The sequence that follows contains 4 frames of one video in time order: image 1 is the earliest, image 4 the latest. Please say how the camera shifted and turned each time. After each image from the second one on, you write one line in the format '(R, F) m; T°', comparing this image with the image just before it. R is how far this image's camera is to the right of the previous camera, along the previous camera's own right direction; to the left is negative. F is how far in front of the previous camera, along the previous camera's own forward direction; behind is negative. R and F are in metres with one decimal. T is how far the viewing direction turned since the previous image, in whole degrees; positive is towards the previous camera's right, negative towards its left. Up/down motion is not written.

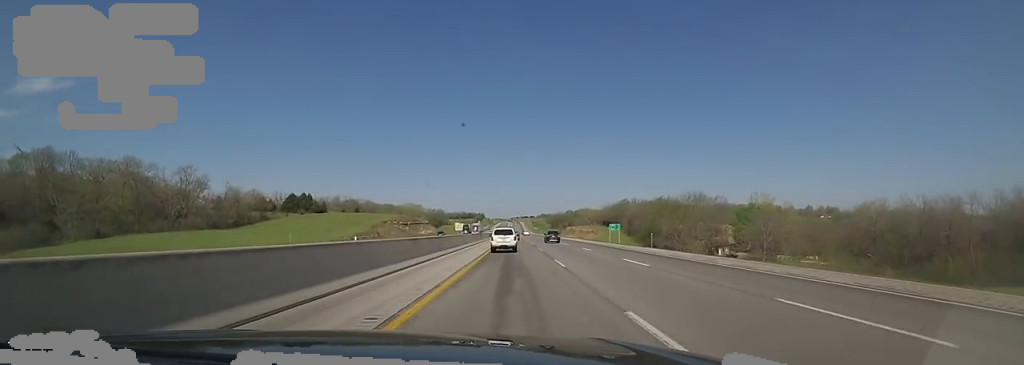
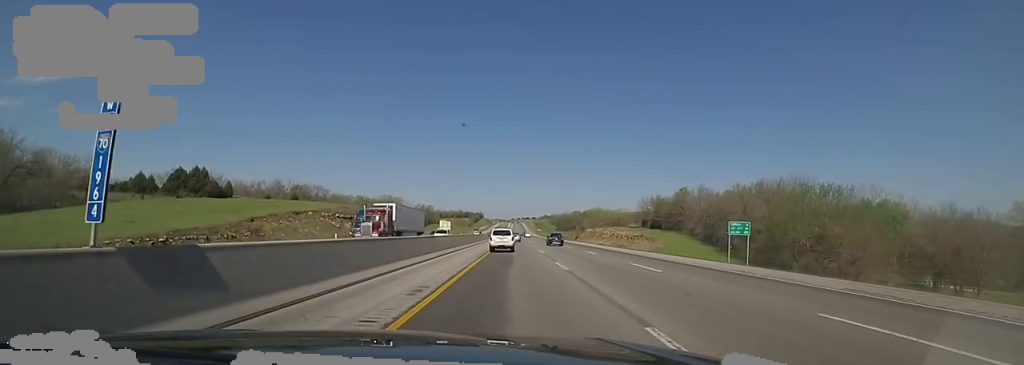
(-1.3, +62.3) m; +1°
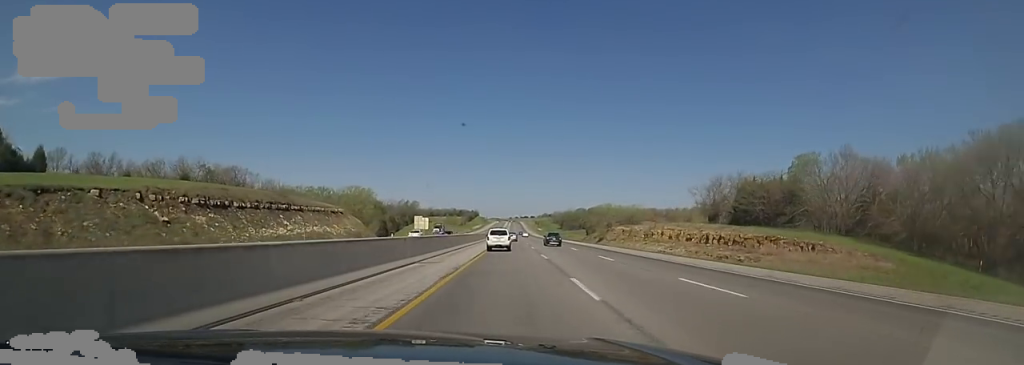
(+1.5, +53.3) m; +1°
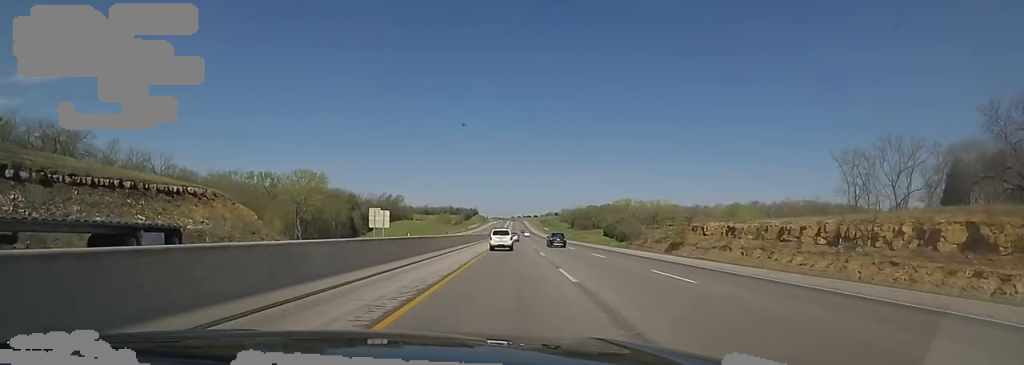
(-0.5, +57.4) m; -1°
